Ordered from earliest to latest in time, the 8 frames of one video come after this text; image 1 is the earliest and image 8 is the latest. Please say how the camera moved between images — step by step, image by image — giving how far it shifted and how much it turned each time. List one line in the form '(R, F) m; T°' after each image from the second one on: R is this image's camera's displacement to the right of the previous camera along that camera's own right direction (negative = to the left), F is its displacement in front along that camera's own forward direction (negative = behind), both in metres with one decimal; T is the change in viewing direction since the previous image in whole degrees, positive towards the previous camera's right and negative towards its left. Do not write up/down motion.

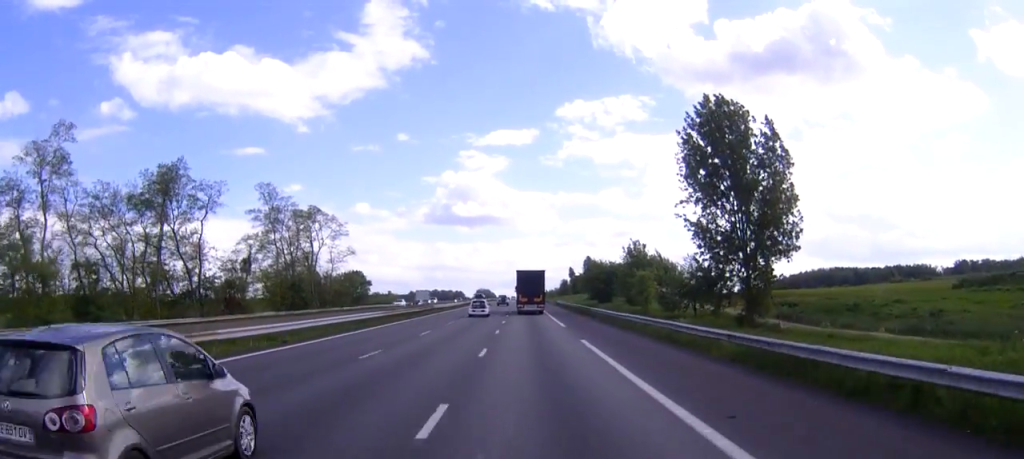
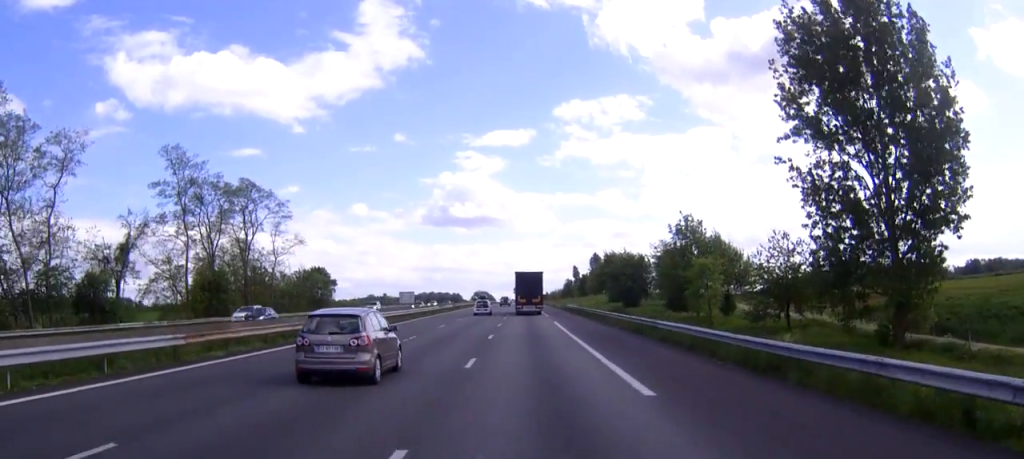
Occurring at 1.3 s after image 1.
(-0.1, +29.6) m; 0°
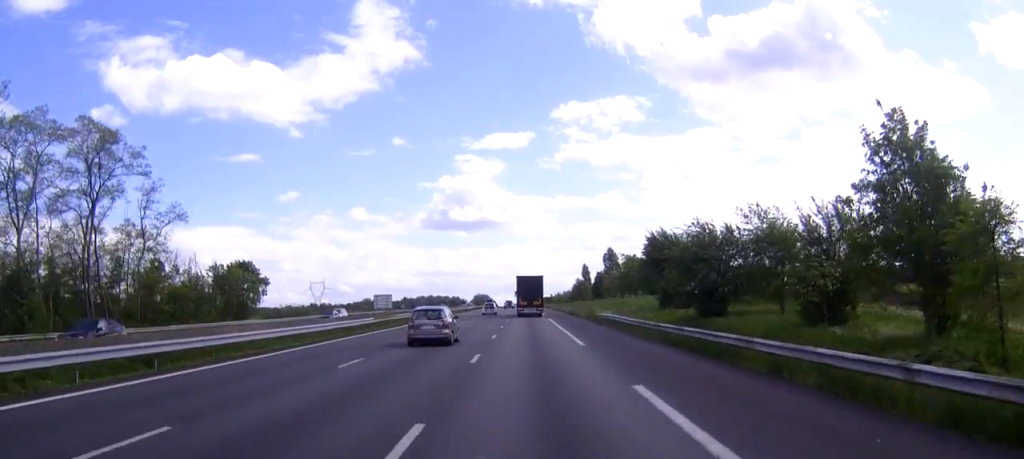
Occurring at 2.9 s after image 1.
(0.0, +36.8) m; 0°
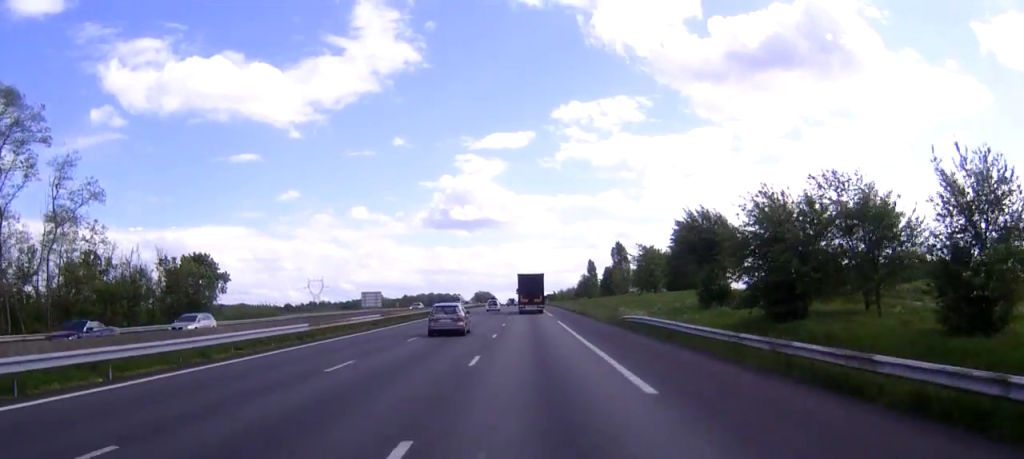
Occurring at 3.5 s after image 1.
(0.0, +14.4) m; 0°
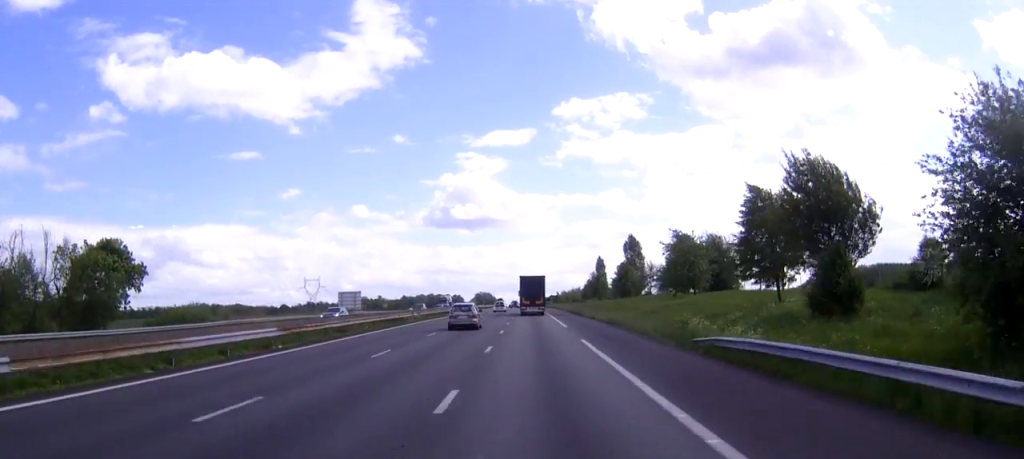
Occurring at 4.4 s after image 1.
(0.0, +20.5) m; 0°
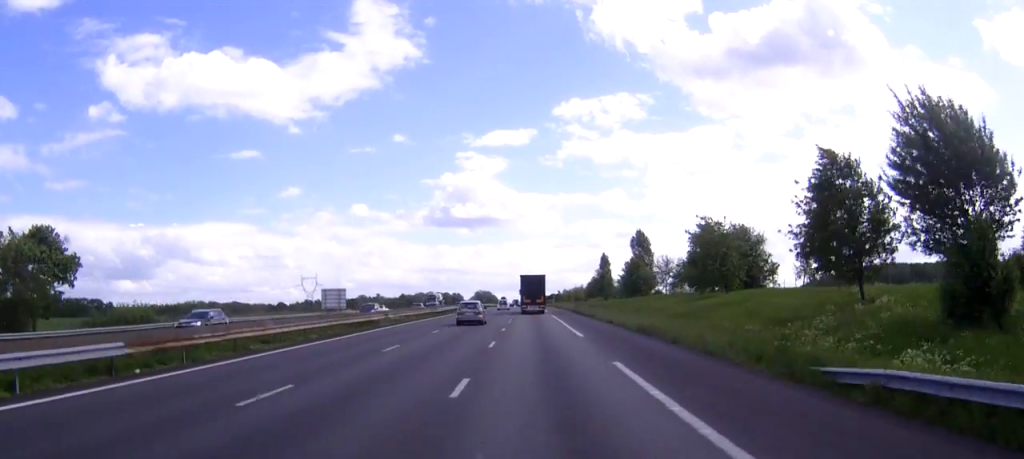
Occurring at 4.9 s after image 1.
(+0.1, +11.4) m; 0°
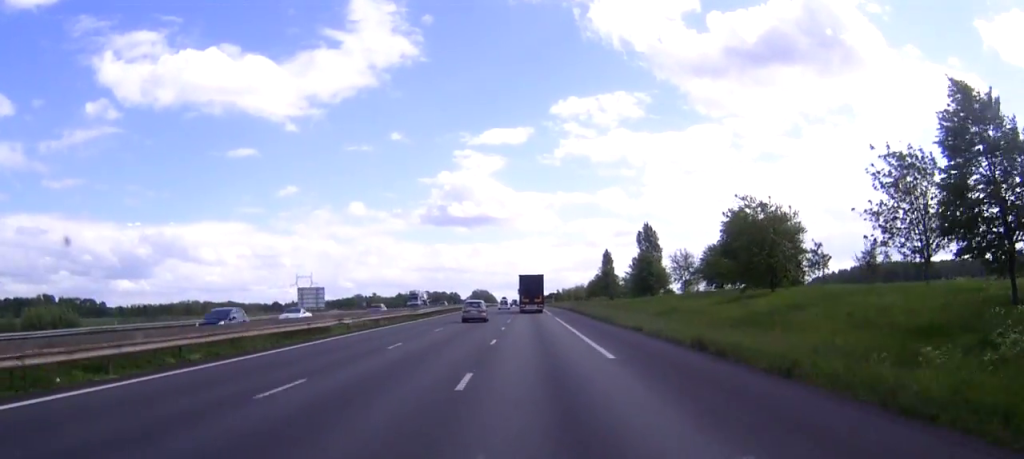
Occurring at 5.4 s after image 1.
(0.0, +12.1) m; 0°
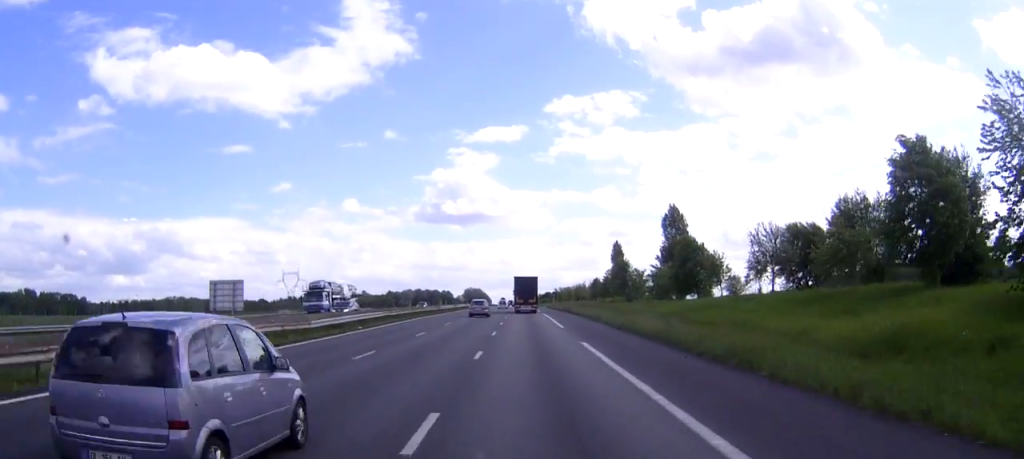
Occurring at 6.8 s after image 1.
(0.0, +30.6) m; 0°
